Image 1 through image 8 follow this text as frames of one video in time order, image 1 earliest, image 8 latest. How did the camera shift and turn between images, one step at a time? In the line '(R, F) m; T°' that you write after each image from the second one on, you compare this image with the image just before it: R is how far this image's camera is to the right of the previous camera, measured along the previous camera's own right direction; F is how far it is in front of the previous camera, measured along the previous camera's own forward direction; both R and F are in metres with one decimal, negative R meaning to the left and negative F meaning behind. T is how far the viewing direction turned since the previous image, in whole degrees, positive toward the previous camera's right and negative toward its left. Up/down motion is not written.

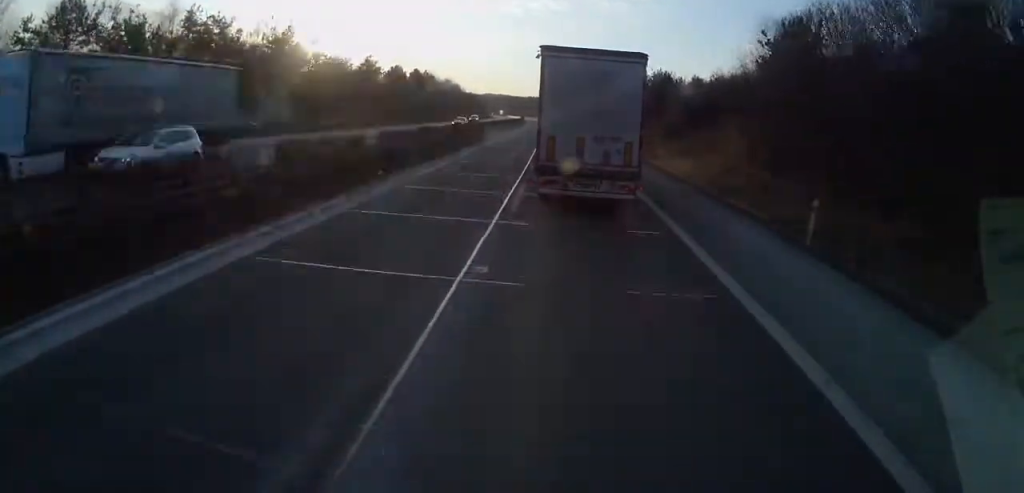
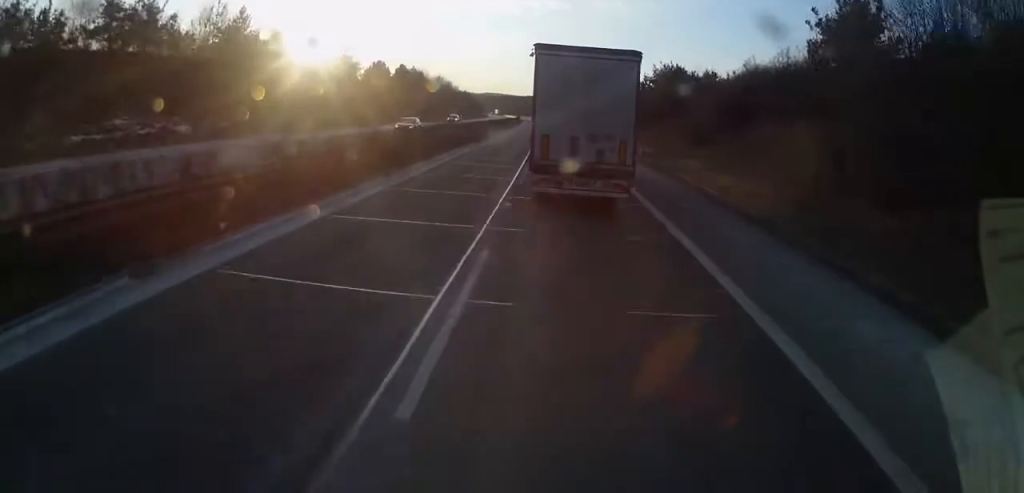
(-0.1, +10.9) m; 0°
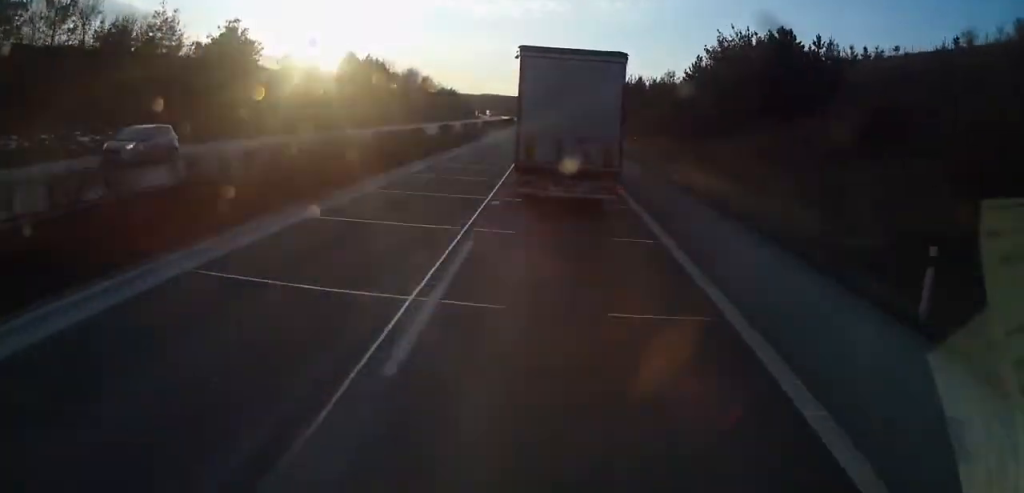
(0.0, +34.9) m; 0°
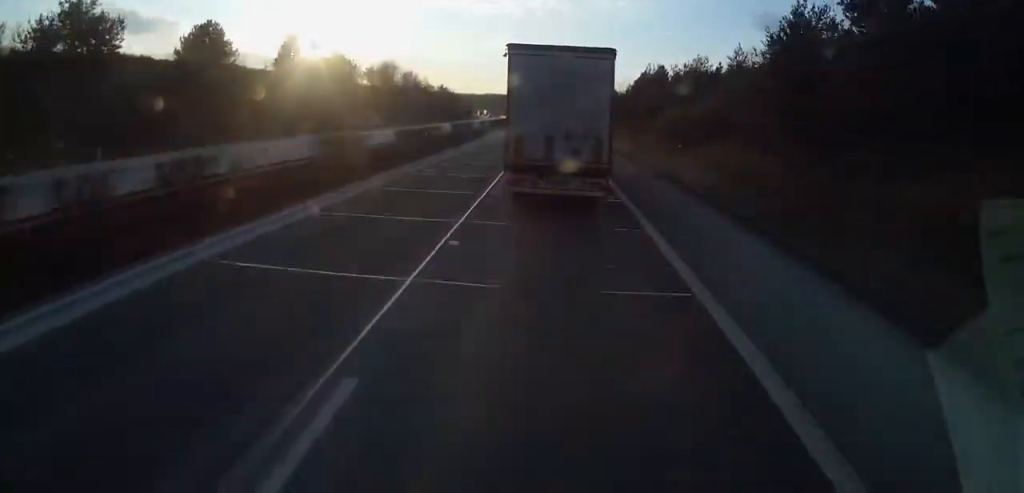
(0.0, +24.1) m; 0°
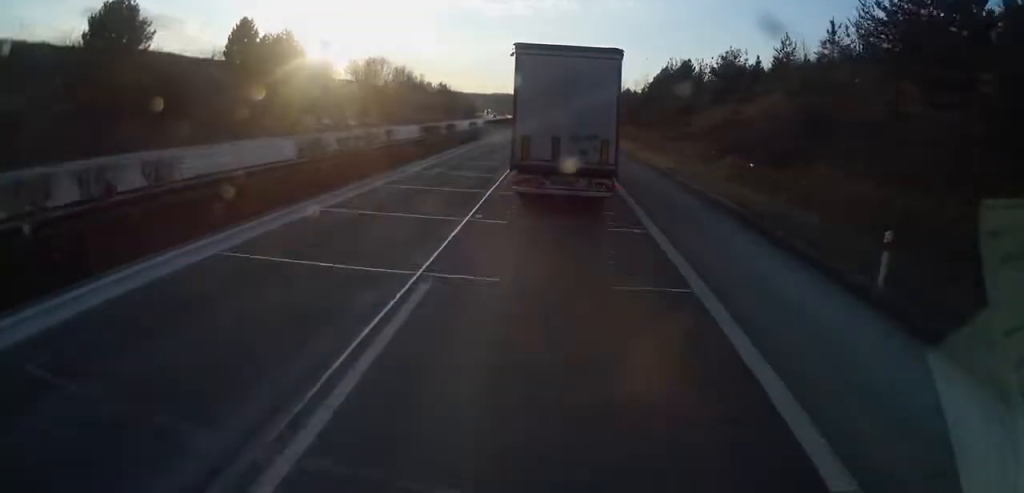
(0.0, +14.8) m; 0°
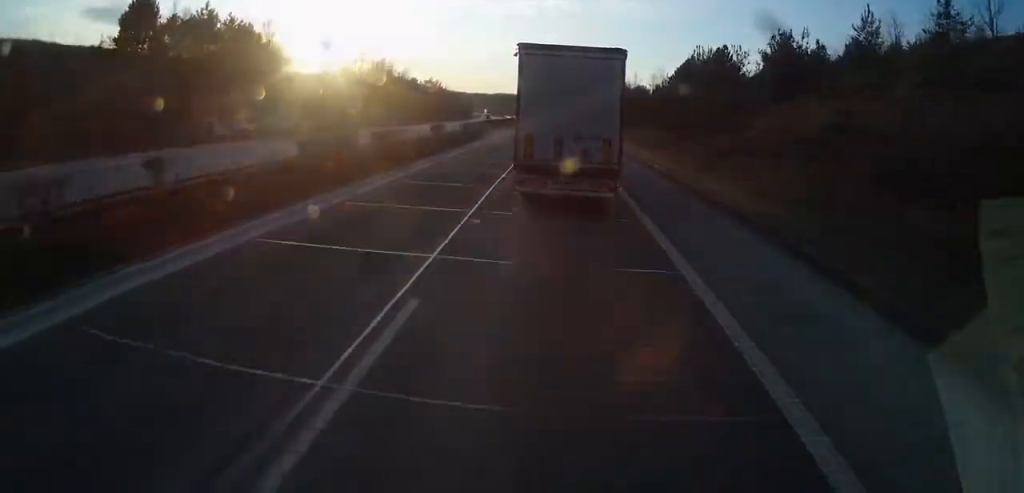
(0.0, +18.6) m; 0°
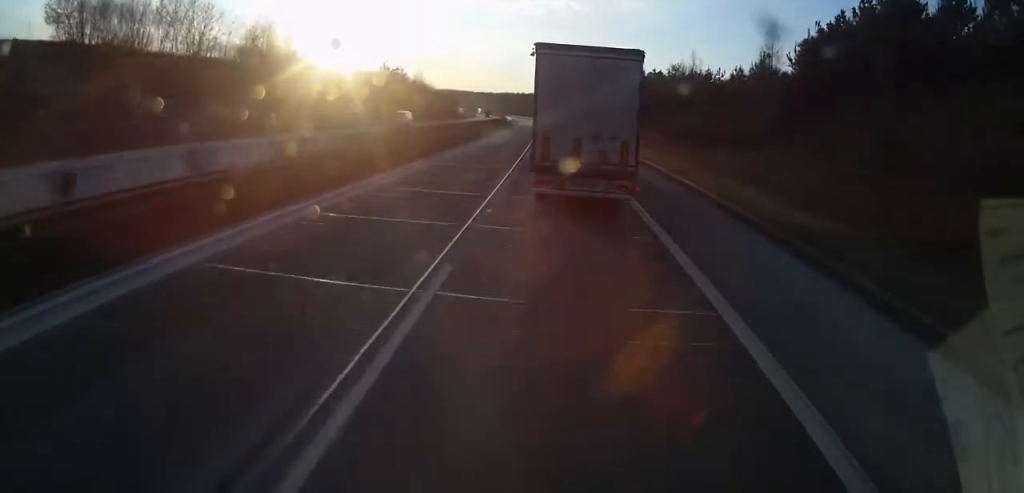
(-1.2, +52.0) m; -3°
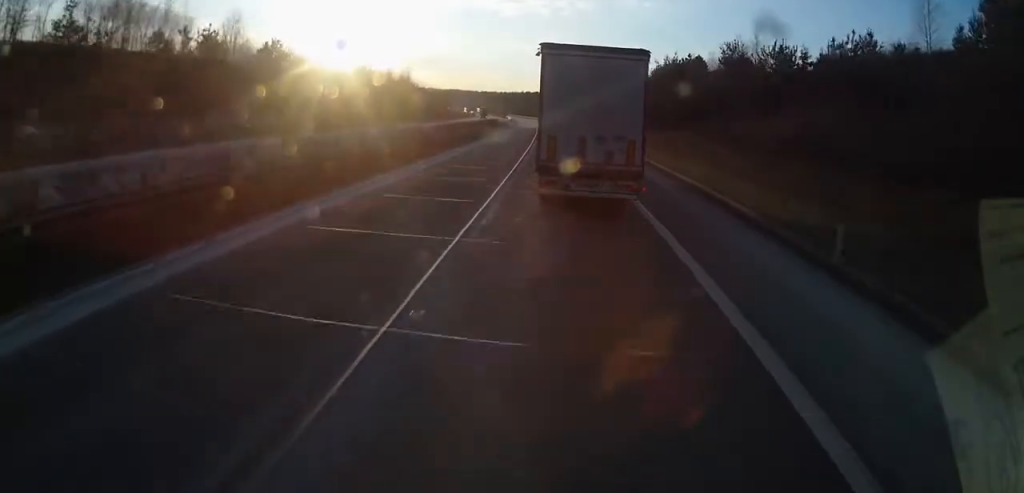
(0.0, +26.4) m; 0°
